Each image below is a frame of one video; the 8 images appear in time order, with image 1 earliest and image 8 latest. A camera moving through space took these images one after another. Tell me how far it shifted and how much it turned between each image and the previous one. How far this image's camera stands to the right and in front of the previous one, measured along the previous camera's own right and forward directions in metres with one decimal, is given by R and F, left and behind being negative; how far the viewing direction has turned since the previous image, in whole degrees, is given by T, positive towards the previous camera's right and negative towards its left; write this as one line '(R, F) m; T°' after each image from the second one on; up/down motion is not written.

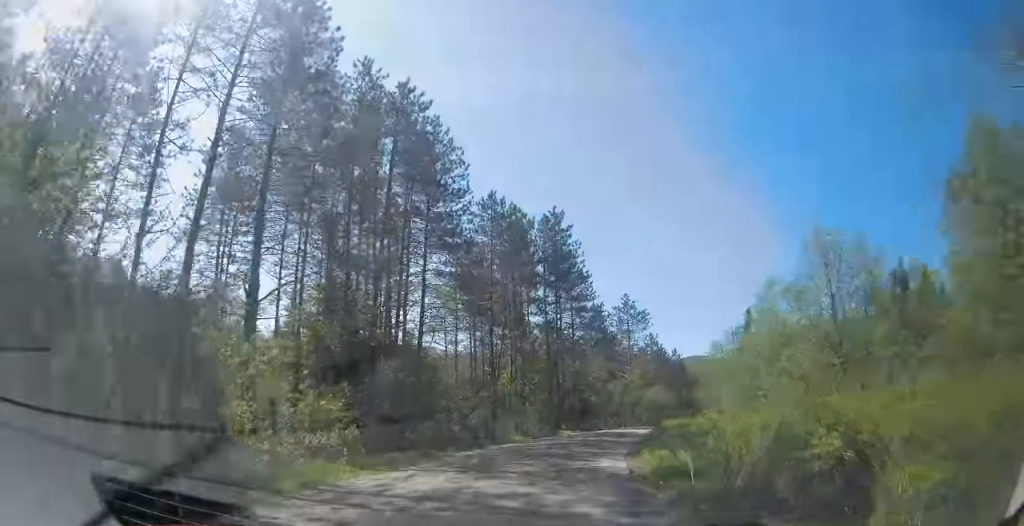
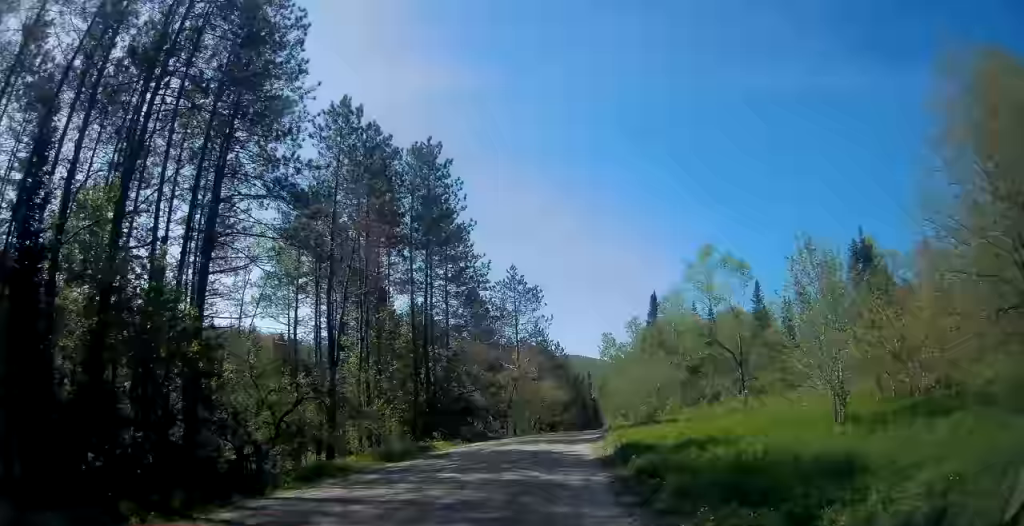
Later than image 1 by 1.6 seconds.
(+1.7, +16.7) m; +12°
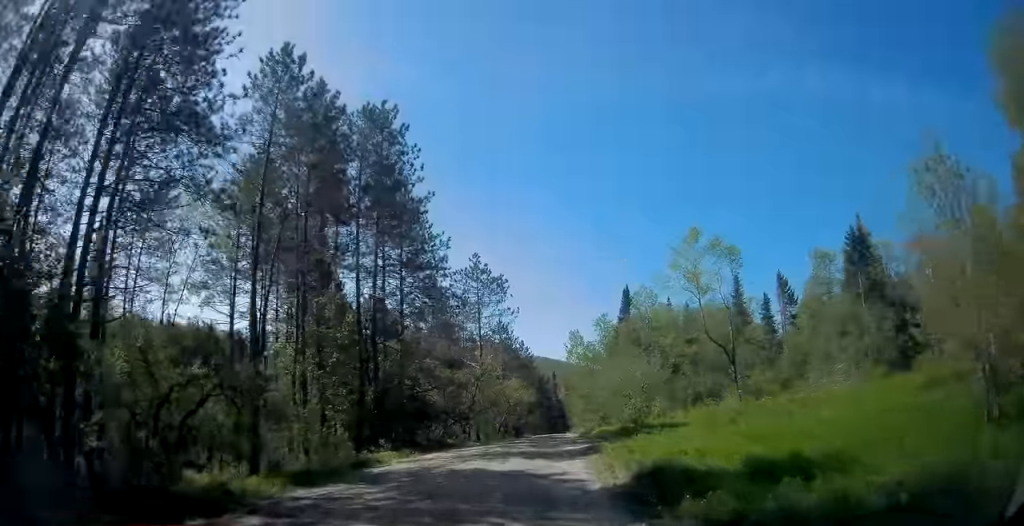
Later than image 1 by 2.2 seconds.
(+0.3, +6.4) m; +4°
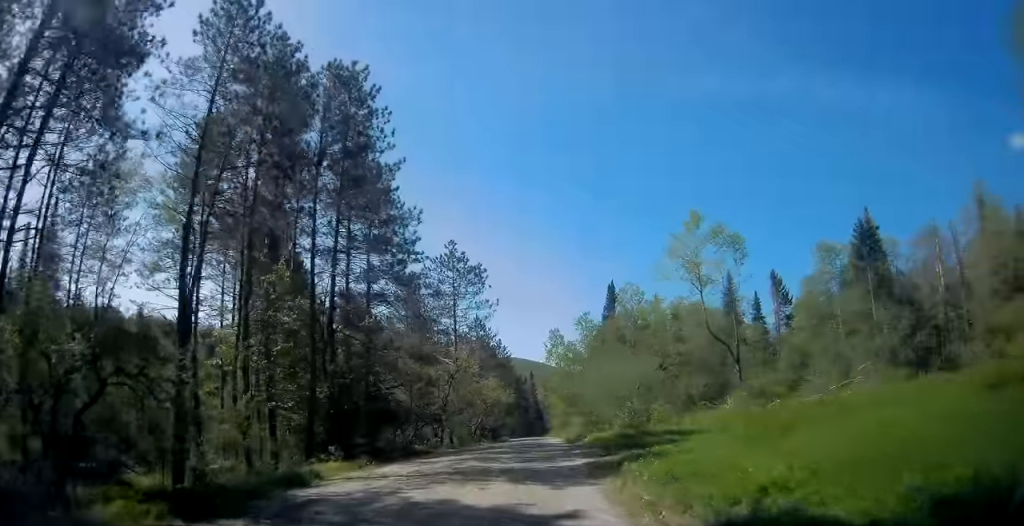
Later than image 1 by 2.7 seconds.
(+0.1, +5.3) m; +1°
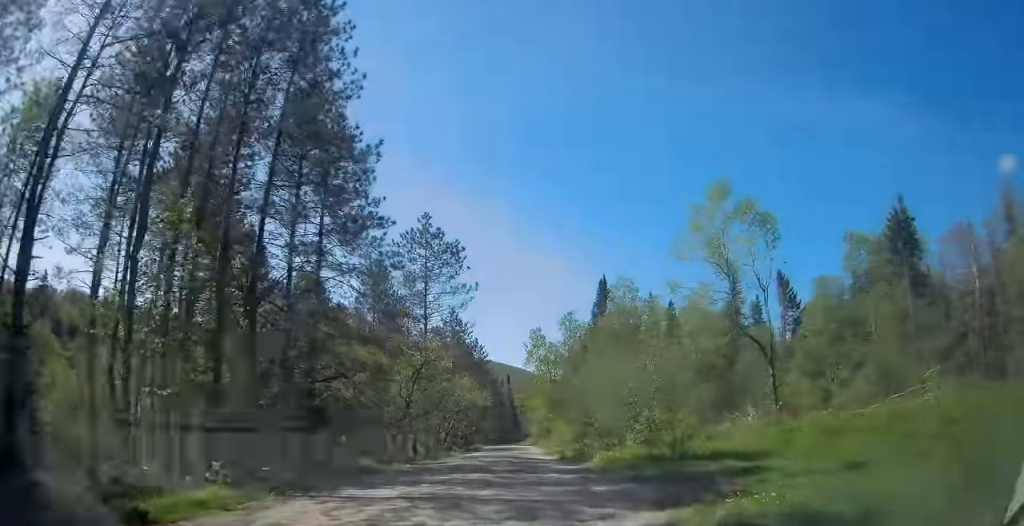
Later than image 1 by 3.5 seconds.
(+0.1, +8.9) m; +1°
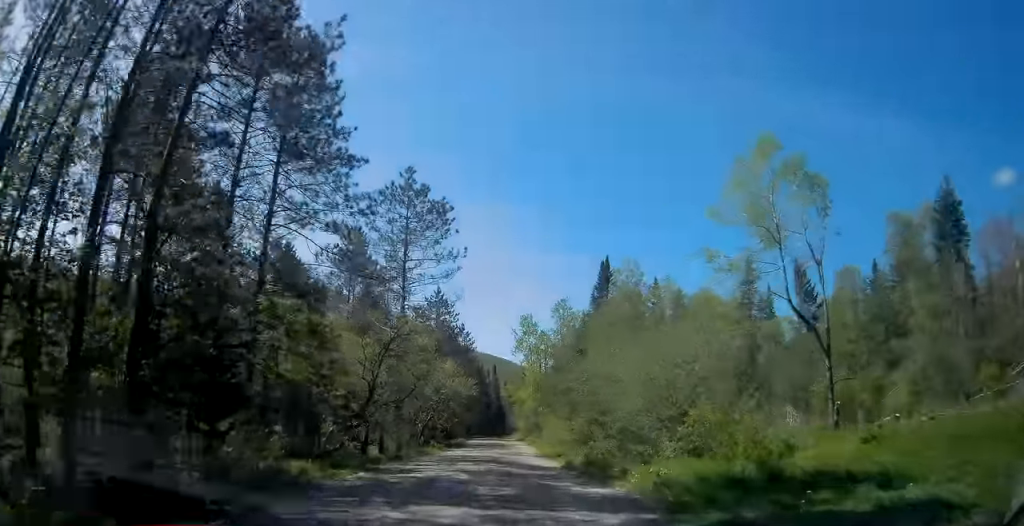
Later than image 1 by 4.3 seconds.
(0.0, +7.8) m; 0°
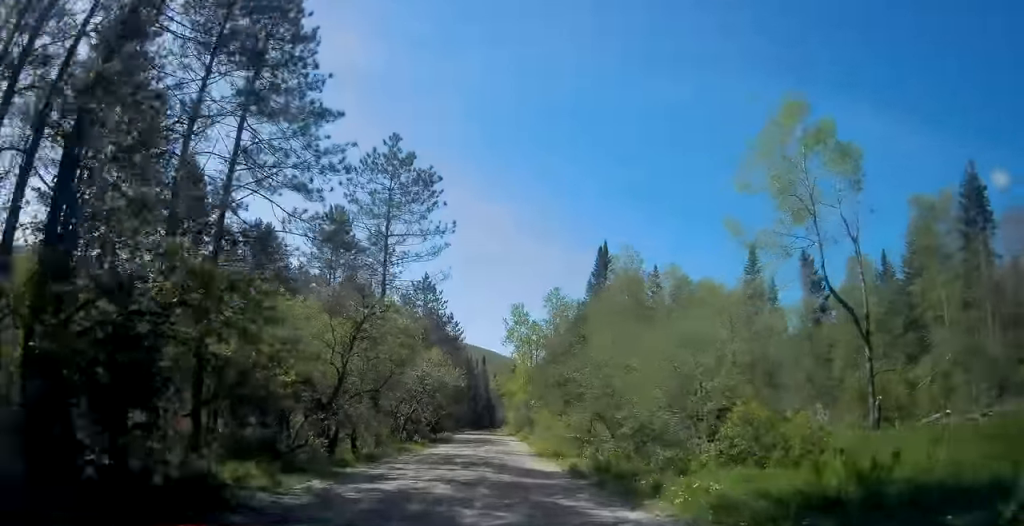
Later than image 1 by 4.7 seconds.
(0.0, +4.2) m; +1°
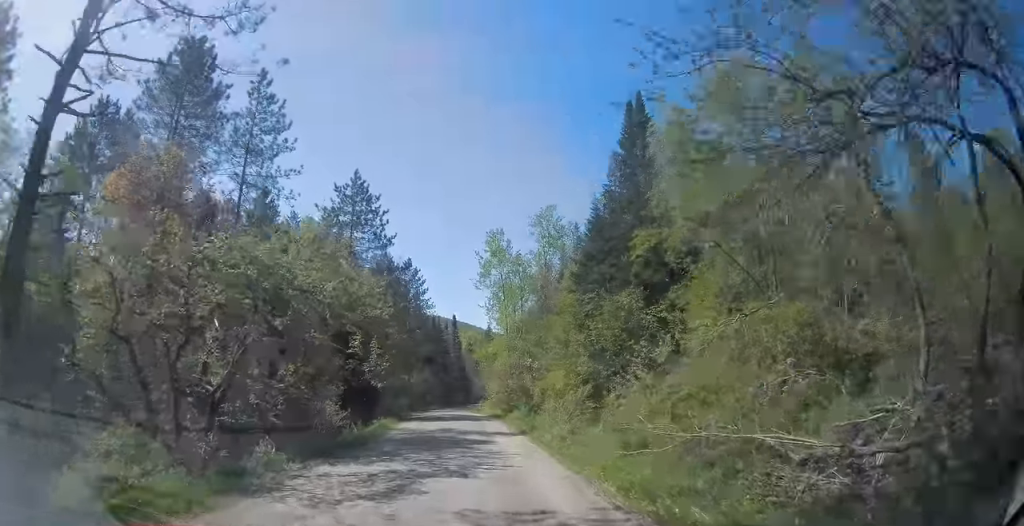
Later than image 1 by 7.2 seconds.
(+0.1, +27.9) m; -2°
